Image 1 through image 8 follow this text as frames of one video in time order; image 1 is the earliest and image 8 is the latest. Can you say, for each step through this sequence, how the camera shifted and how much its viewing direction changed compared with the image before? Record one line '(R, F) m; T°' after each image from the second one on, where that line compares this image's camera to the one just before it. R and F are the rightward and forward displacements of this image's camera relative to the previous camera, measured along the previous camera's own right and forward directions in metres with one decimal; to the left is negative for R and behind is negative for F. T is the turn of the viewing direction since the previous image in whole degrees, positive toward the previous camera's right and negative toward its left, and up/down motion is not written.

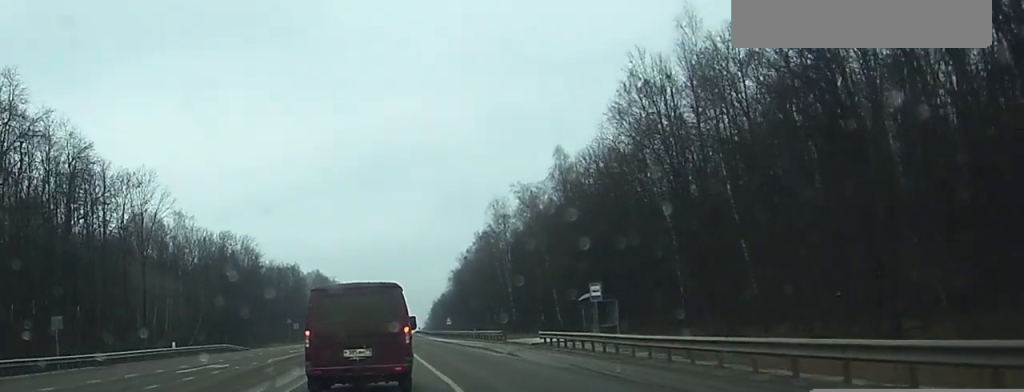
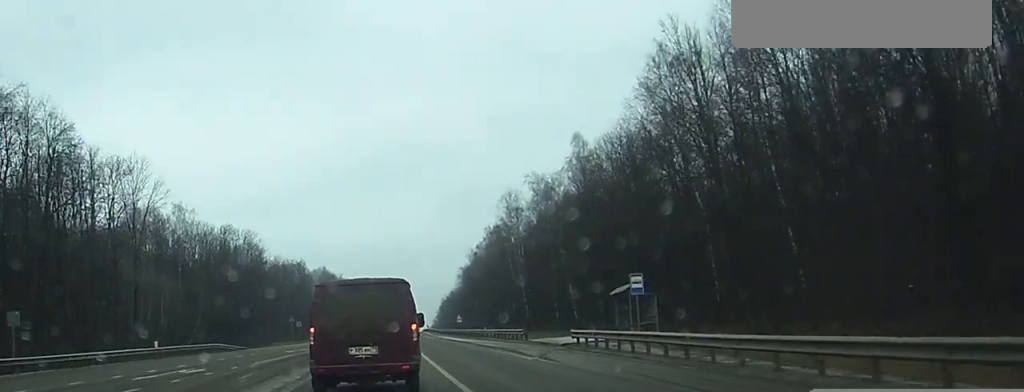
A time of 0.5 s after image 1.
(0.0, +6.7) m; 0°
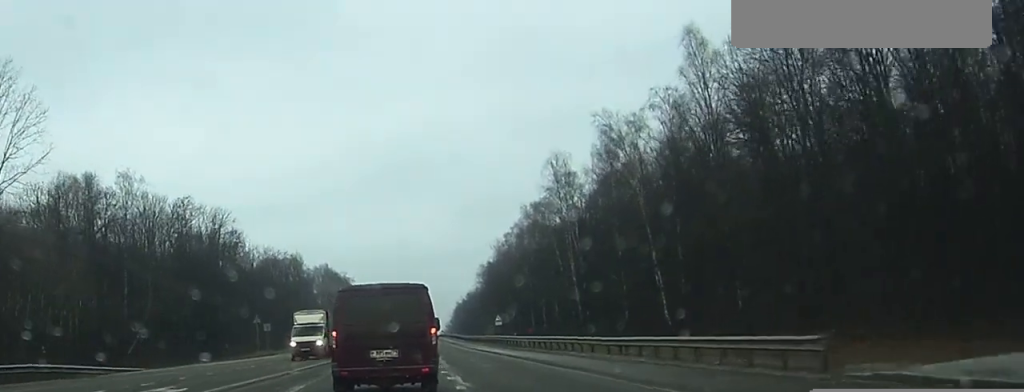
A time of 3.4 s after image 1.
(-0.2, +40.5) m; +1°
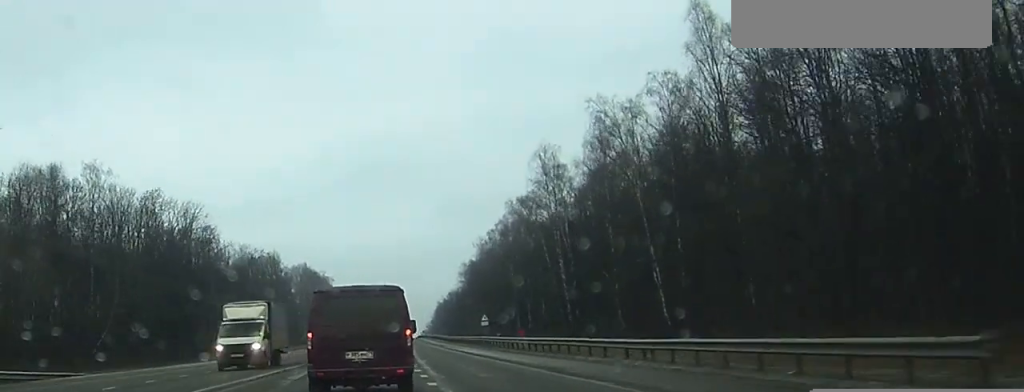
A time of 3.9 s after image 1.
(0.0, +6.2) m; 0°
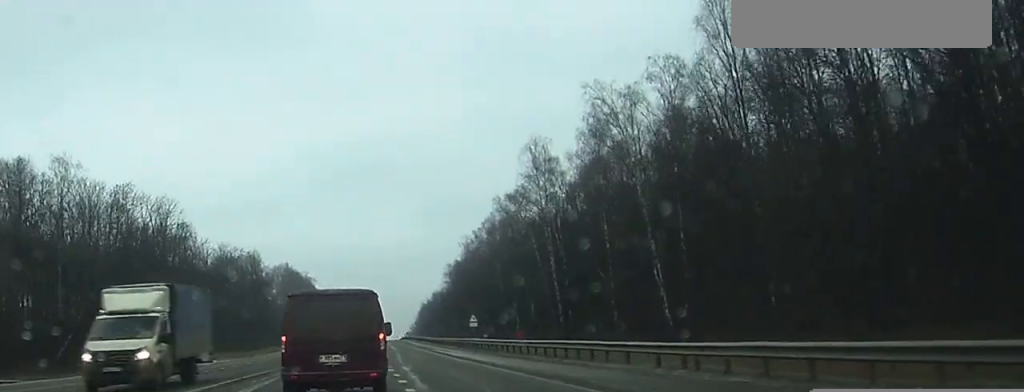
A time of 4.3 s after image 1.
(0.0, +5.8) m; 0°
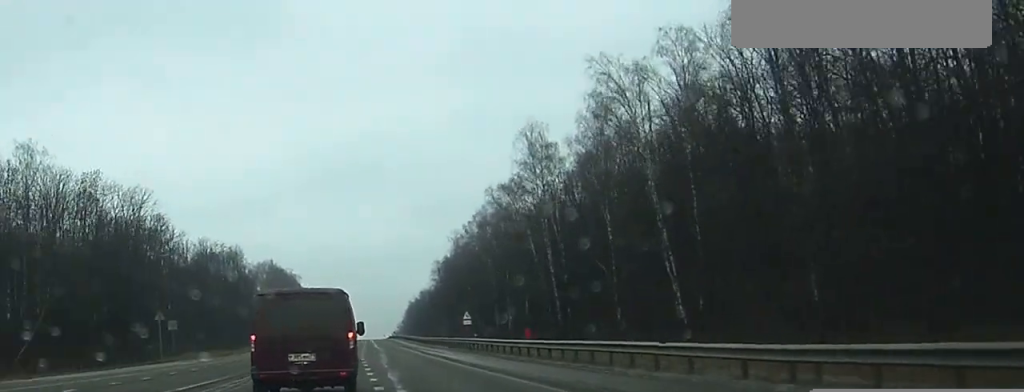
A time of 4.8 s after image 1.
(0.0, +7.4) m; 0°
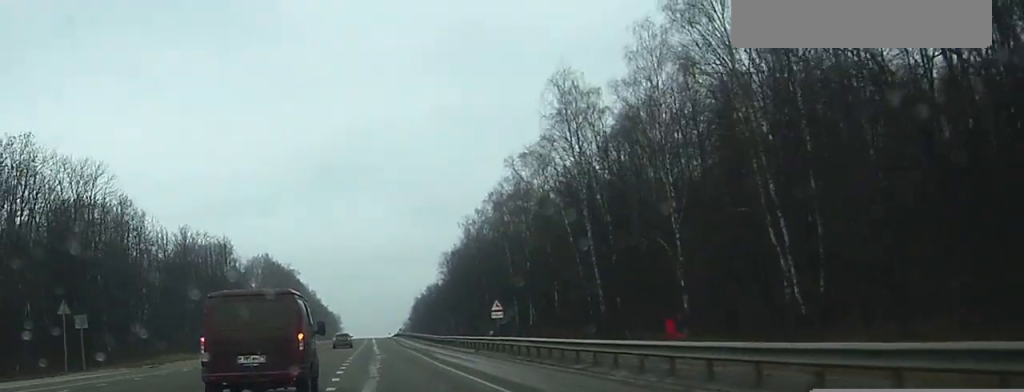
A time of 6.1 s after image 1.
(0.0, +20.4) m; 0°
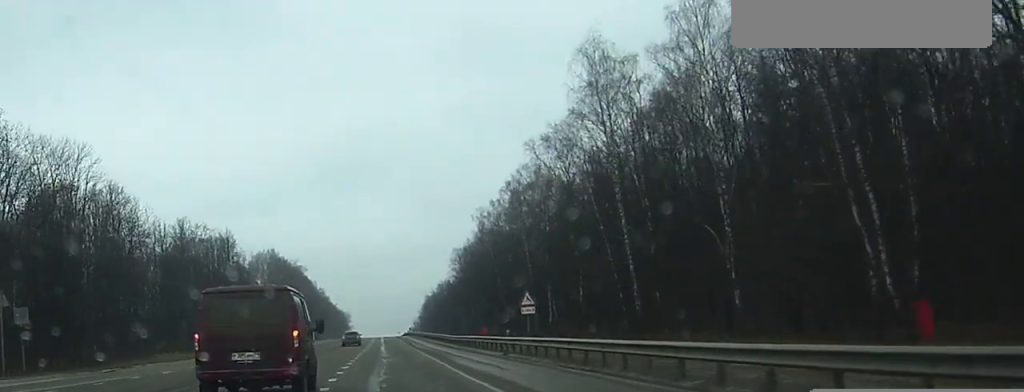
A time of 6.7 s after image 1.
(0.0, +9.1) m; 0°
